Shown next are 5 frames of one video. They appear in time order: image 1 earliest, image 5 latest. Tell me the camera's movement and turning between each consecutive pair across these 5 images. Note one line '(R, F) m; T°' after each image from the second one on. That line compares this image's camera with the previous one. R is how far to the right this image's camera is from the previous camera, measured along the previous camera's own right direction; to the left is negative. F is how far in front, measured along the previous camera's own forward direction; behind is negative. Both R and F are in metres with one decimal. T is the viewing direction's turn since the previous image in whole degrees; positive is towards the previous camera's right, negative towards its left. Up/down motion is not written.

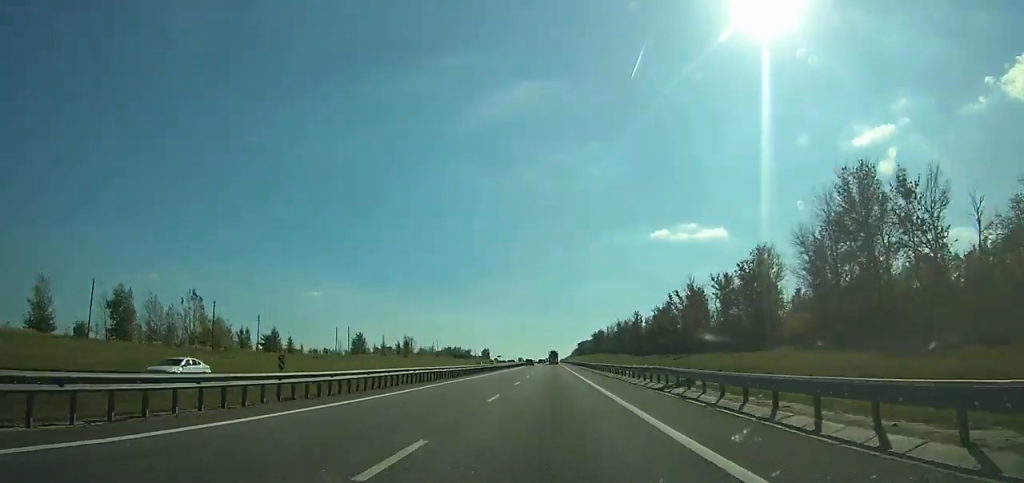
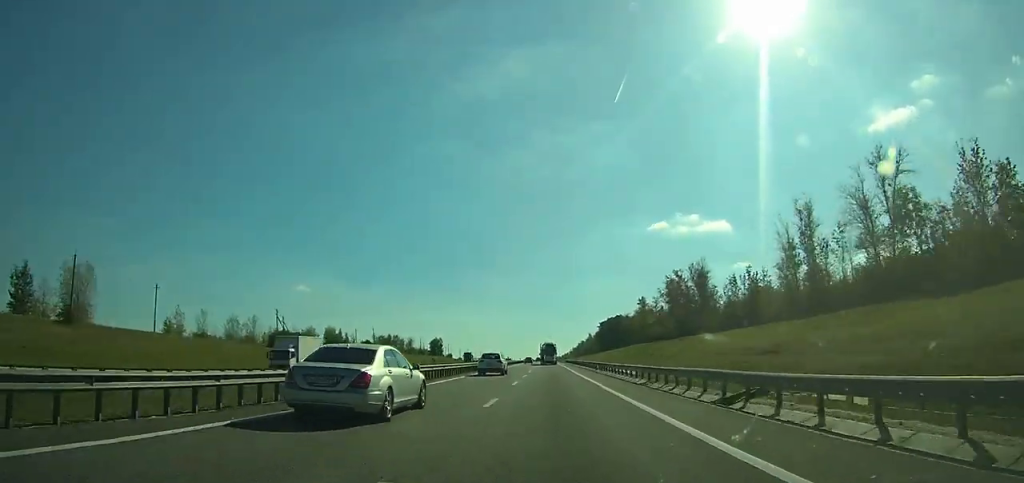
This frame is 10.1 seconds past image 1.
(-0.5, +251.8) m; 0°
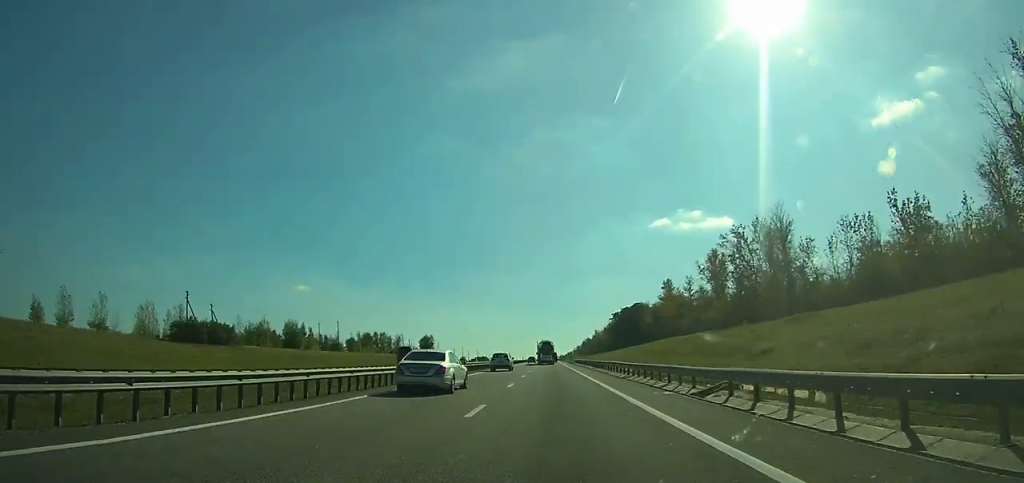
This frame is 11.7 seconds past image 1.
(0.0, +38.4) m; 0°
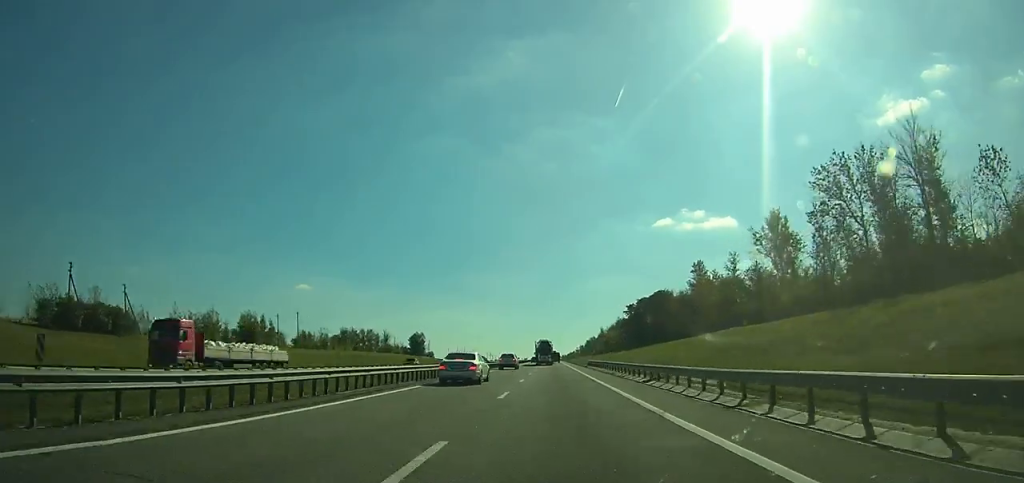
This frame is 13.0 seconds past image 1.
(-0.1, +31.5) m; 0°
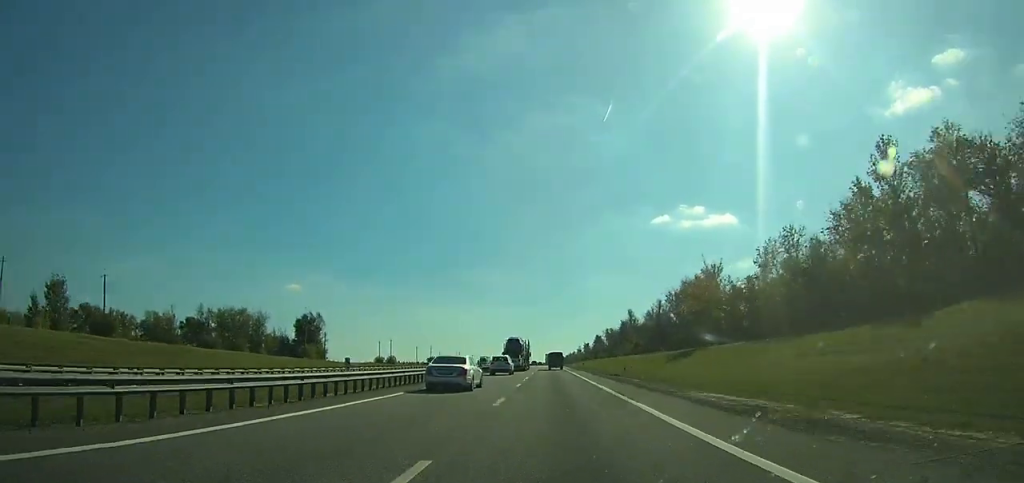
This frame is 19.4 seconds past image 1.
(+0.2, +146.2) m; 0°
